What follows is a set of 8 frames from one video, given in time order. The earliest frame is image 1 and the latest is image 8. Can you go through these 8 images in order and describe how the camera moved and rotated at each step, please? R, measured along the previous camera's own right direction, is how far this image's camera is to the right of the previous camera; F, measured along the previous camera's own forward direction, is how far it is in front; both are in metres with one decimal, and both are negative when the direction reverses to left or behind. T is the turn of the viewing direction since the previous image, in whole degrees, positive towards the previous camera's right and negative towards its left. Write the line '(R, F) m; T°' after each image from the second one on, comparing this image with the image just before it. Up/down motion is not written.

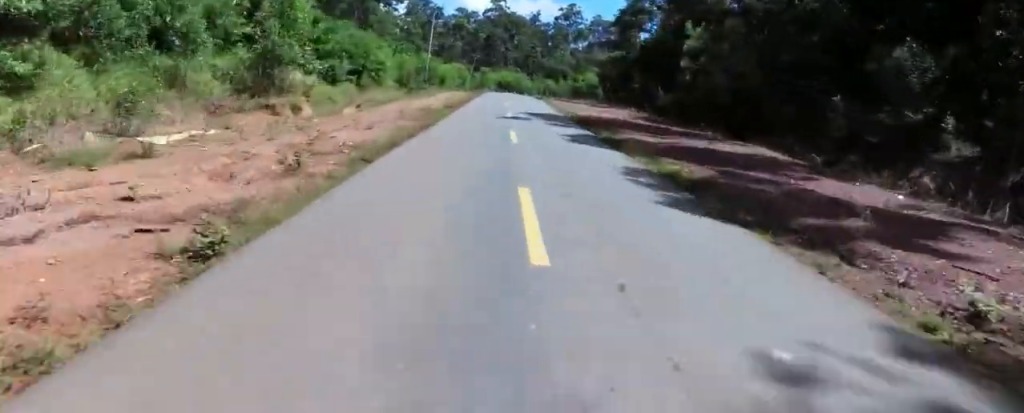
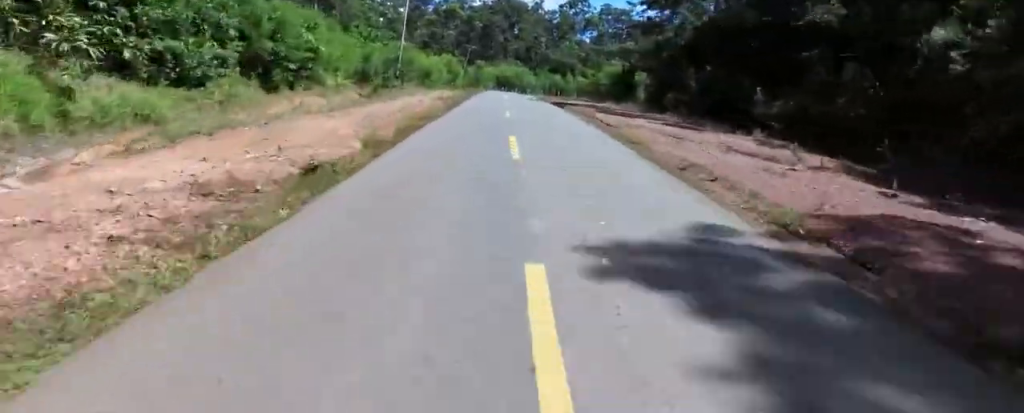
(+0.1, +19.0) m; 0°
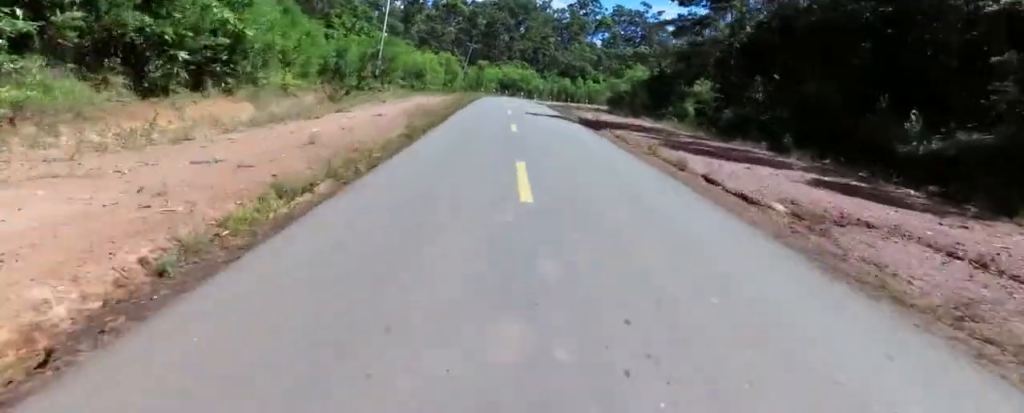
(0.0, +10.7) m; -1°
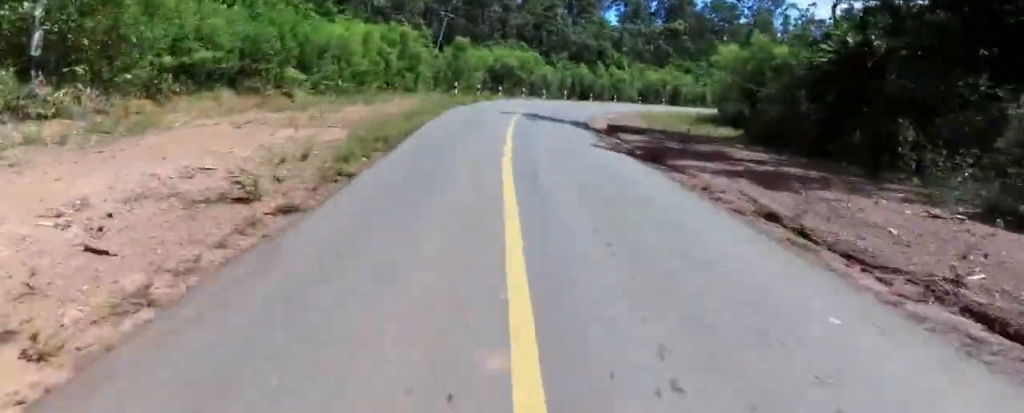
(-1.3, +32.4) m; -4°
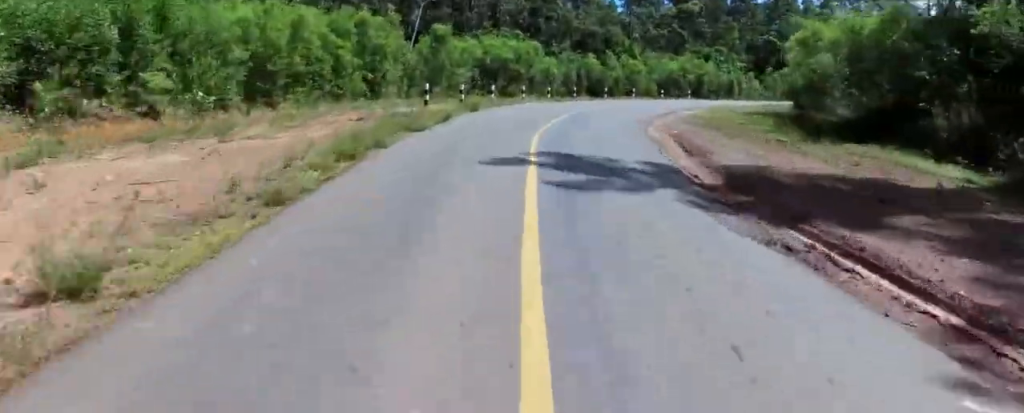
(-0.1, +13.5) m; +2°
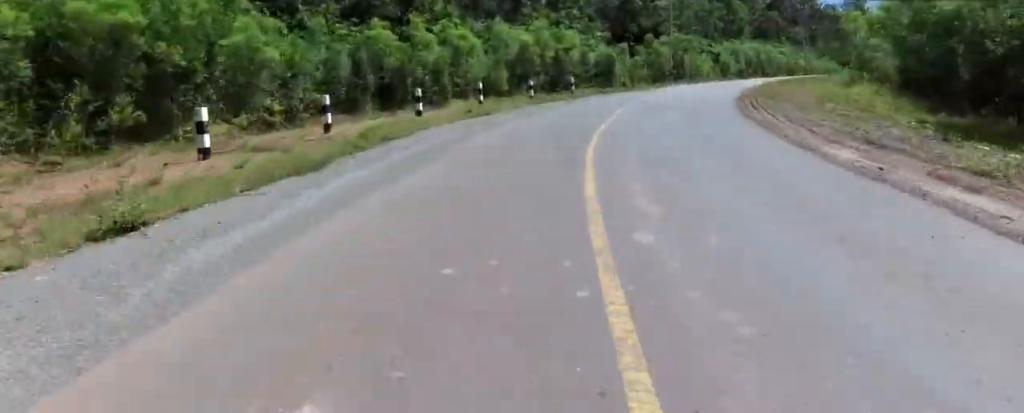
(+4.1, +33.9) m; +22°
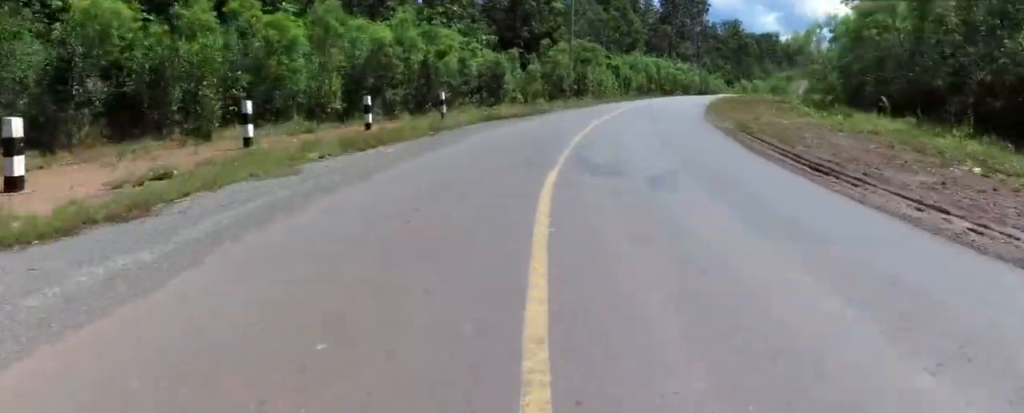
(+2.0, +11.6) m; +18°
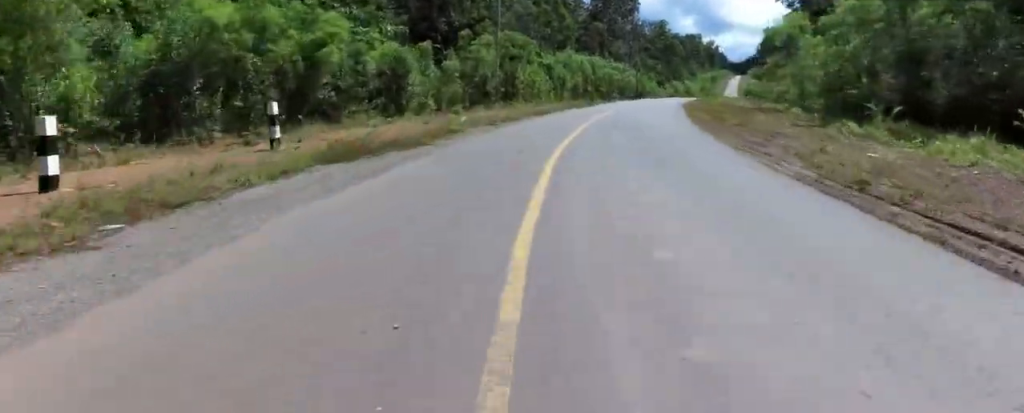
(+1.0, +8.5) m; +8°
